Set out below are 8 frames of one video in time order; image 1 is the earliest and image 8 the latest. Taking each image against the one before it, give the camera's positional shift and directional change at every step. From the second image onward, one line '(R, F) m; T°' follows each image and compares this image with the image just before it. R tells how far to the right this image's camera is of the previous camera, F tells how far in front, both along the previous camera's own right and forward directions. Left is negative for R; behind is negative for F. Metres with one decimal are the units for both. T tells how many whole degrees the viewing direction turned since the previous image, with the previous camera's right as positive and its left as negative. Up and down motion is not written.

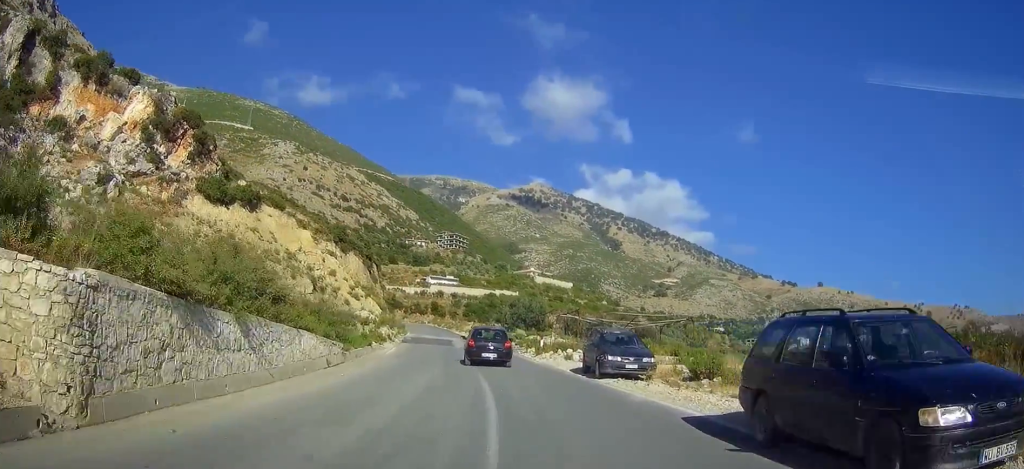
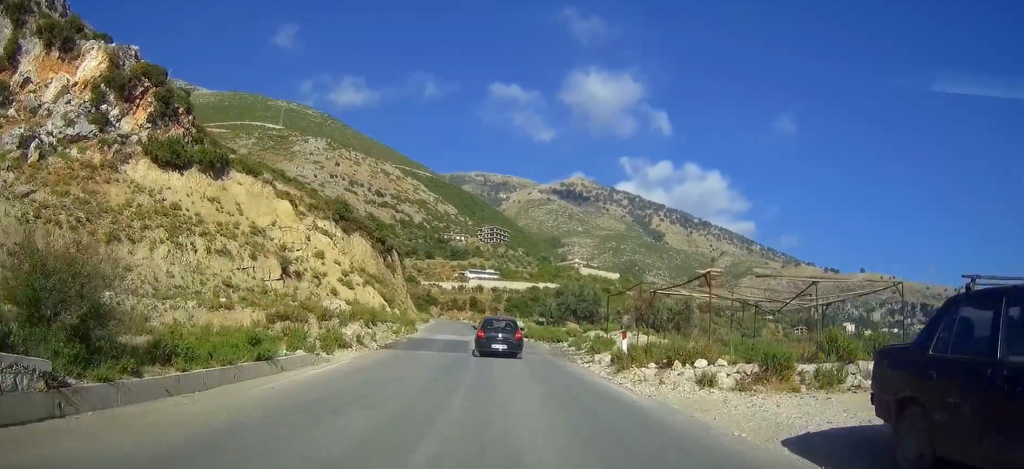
(-1.8, +17.7) m; -9°
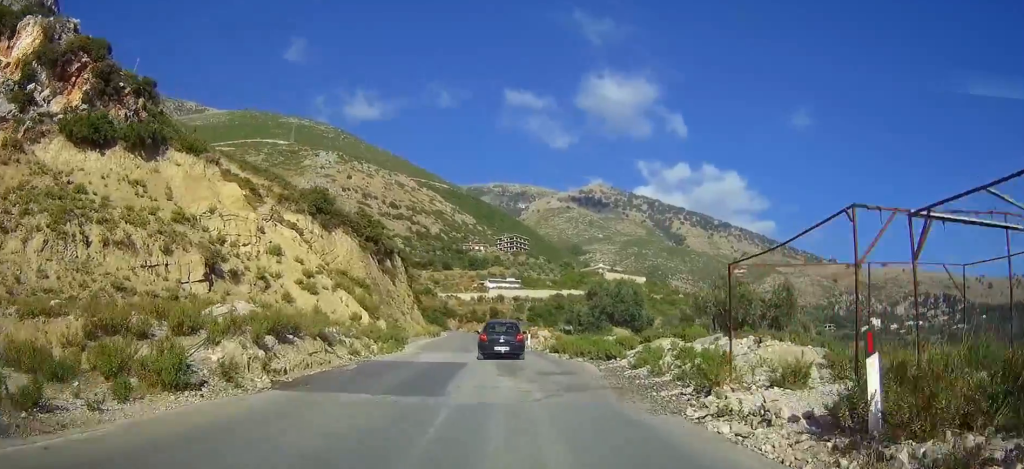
(-0.5, +13.5) m; -2°
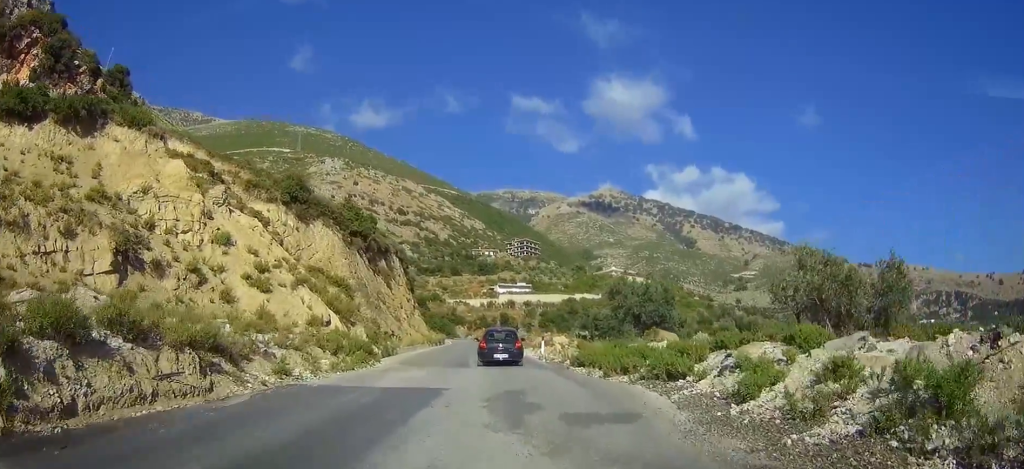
(0.0, +8.4) m; 0°
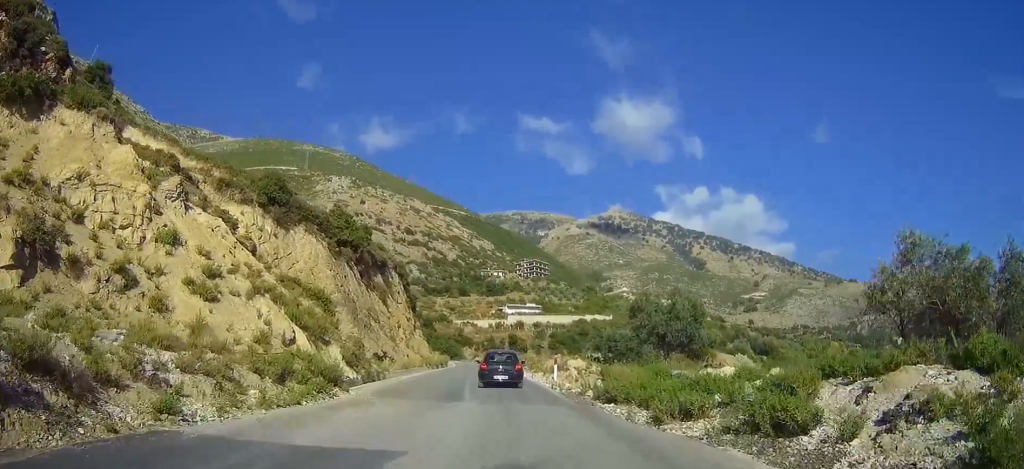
(0.0, +5.9) m; 0°
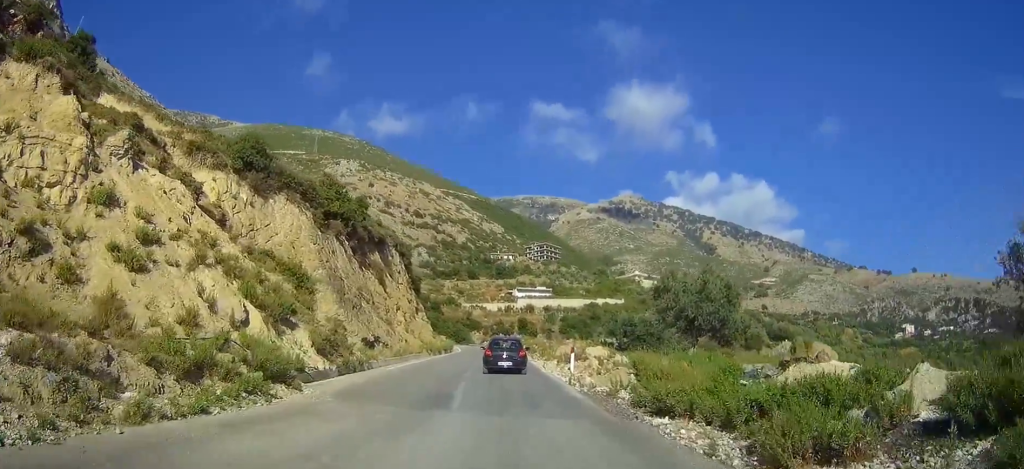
(0.0, +5.4) m; 0°
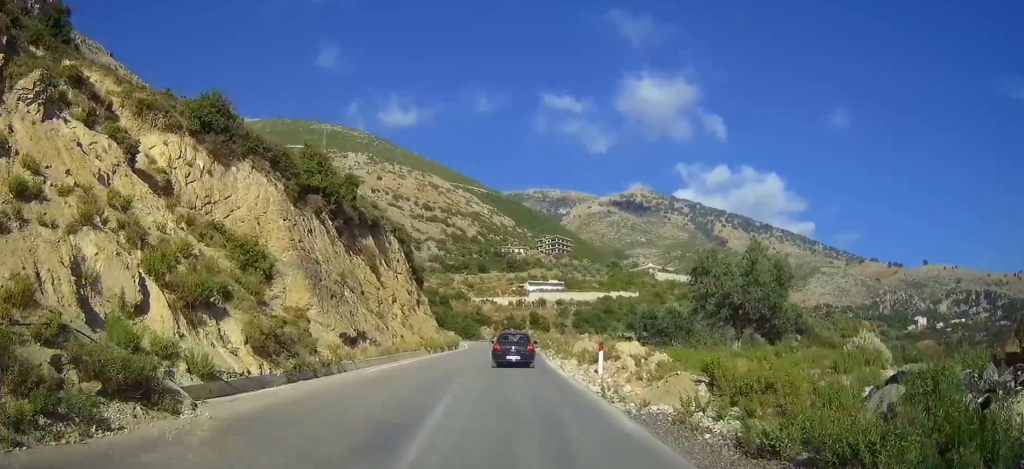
(0.0, +6.5) m; 0°
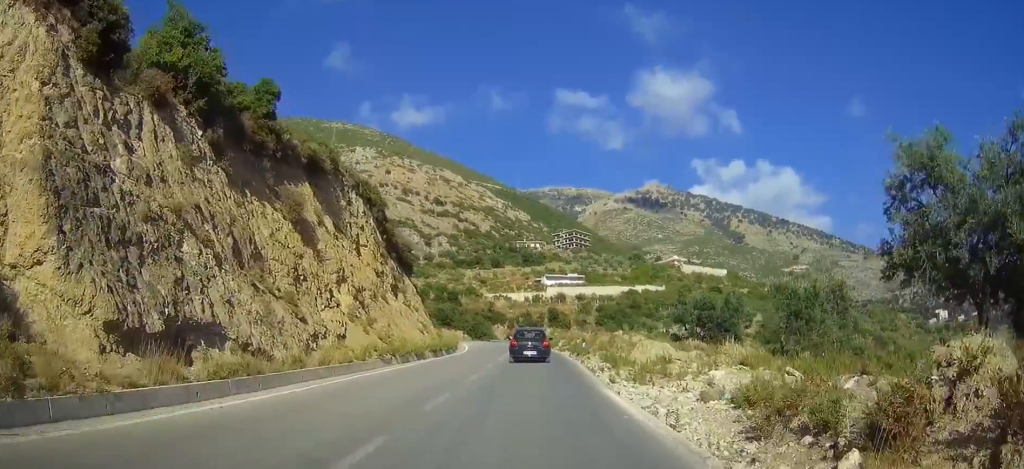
(0.0, +19.2) m; 0°
